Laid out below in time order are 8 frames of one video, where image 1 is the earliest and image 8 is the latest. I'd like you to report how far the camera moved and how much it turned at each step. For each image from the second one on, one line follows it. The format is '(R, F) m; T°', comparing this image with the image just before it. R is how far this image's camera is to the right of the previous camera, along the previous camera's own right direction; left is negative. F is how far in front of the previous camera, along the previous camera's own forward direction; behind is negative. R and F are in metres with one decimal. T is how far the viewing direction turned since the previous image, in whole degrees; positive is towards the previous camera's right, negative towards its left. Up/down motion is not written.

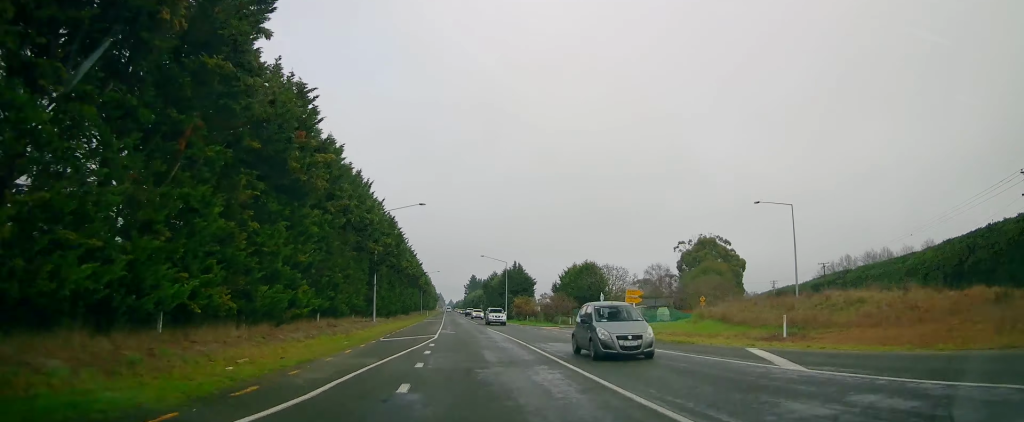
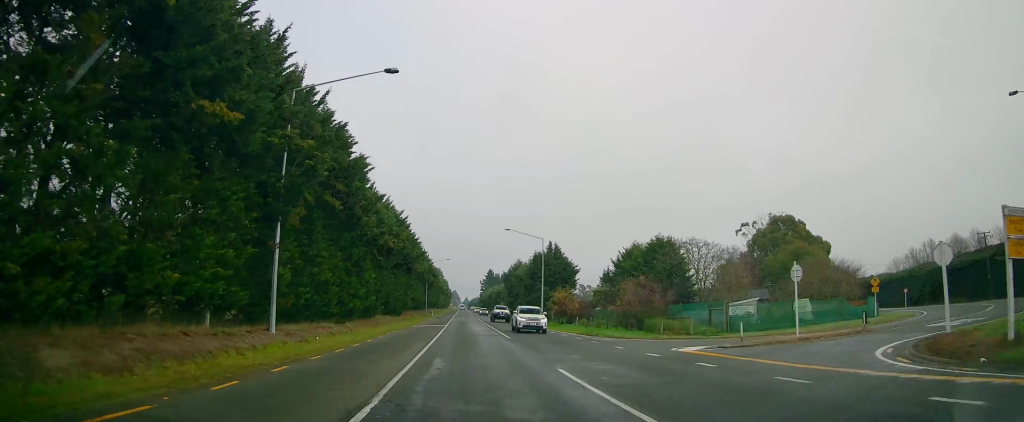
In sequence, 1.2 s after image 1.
(-0.2, +30.7) m; -1°
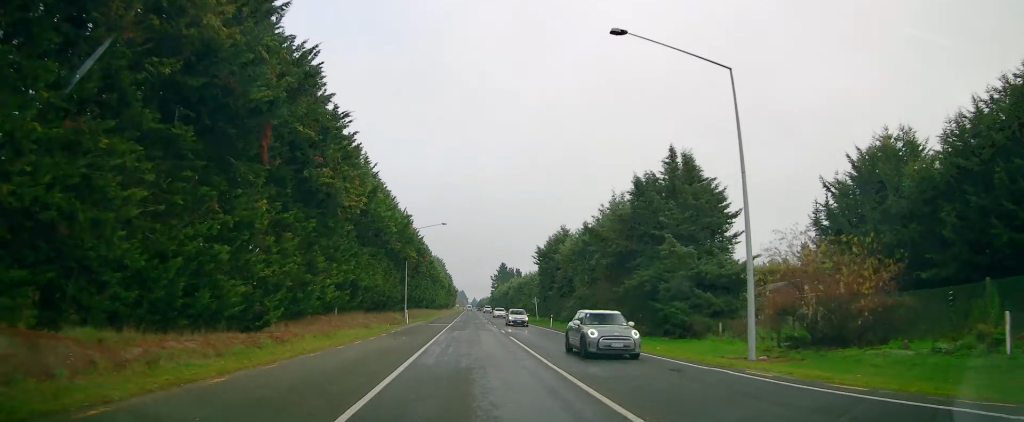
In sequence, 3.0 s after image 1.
(-1.4, +49.3) m; -2°
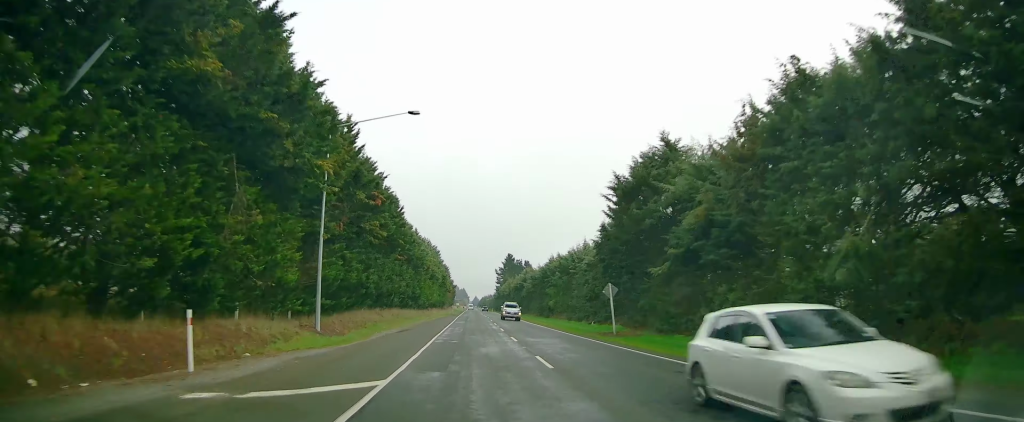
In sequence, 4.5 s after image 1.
(0.0, +38.8) m; -1°
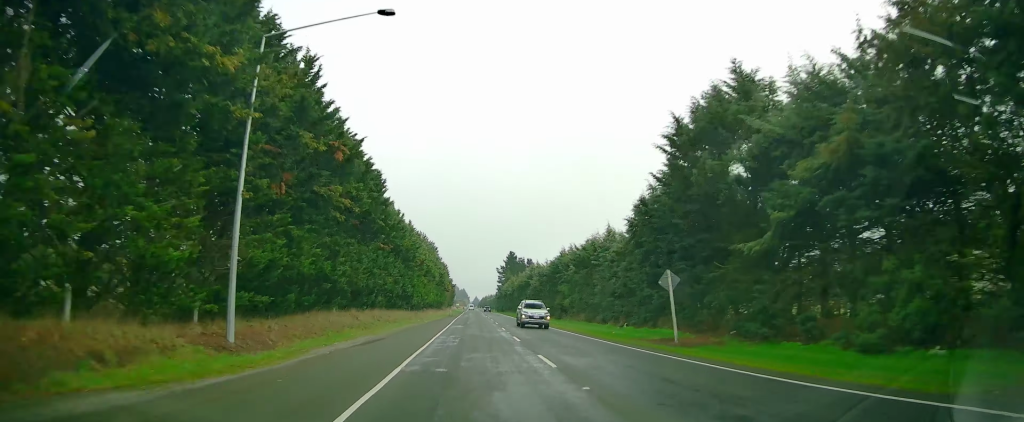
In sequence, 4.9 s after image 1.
(+0.1, +10.6) m; 0°
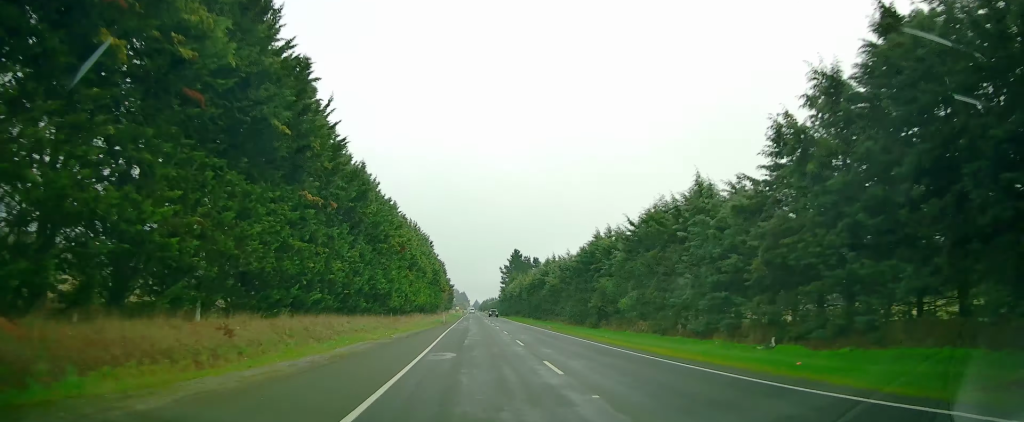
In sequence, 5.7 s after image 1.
(-0.4, +20.3) m; 0°
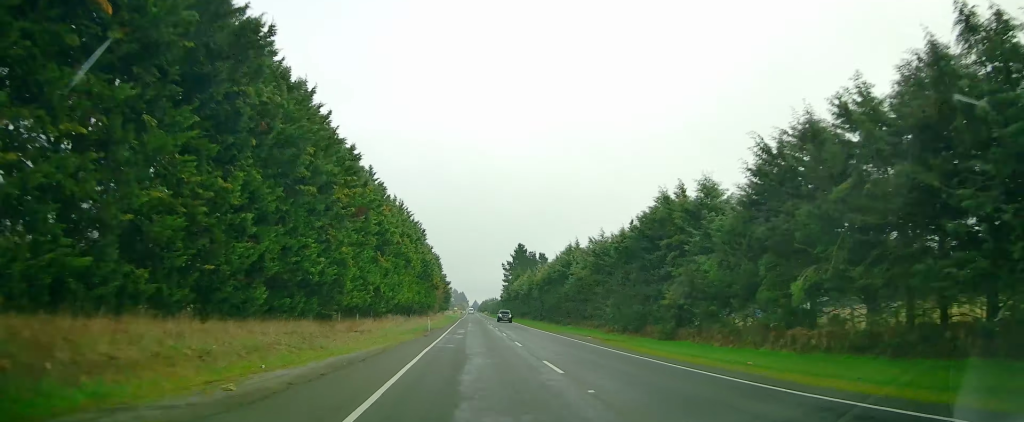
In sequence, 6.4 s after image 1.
(+0.1, +19.4) m; +1°
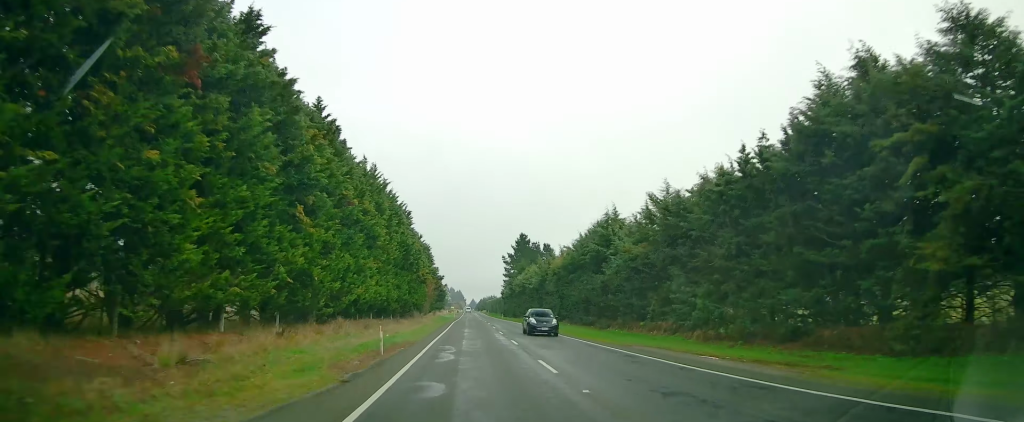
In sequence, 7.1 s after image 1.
(+0.2, +19.4) m; +1°
